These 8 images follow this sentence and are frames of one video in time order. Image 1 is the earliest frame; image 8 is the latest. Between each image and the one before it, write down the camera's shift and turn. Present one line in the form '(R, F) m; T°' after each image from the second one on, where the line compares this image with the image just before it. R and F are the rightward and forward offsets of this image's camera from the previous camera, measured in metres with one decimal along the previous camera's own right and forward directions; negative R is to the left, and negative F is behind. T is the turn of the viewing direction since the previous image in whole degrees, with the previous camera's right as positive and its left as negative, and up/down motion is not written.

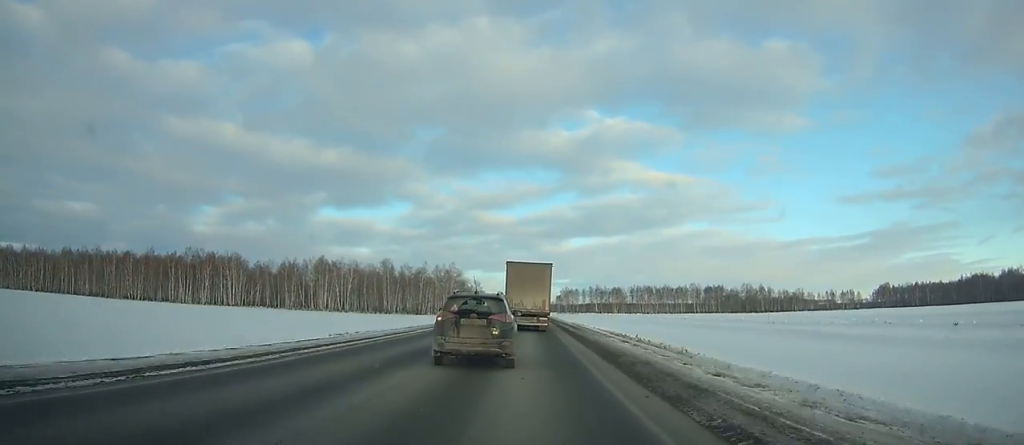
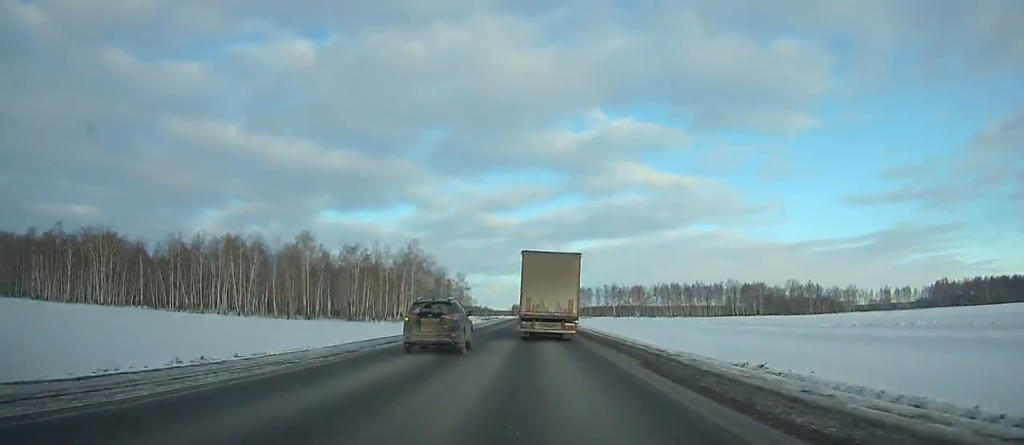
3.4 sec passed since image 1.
(0.0, +73.0) m; -1°
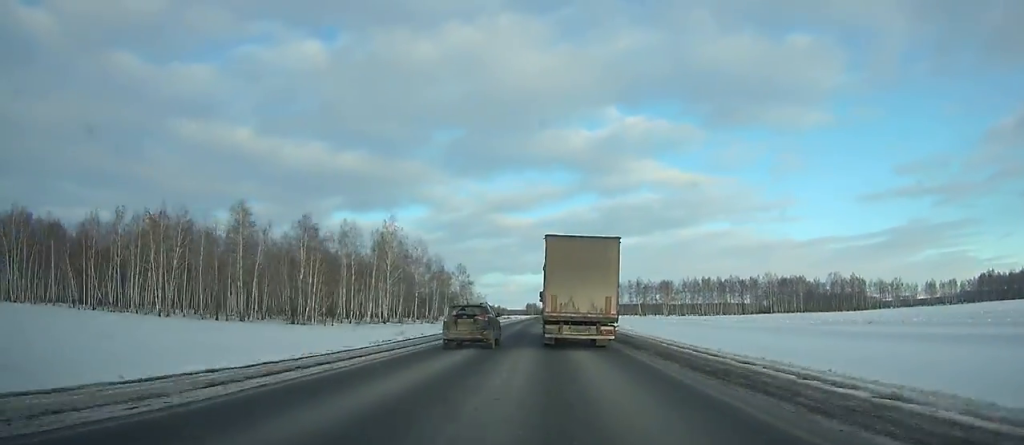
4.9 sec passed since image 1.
(-0.2, +35.1) m; 0°
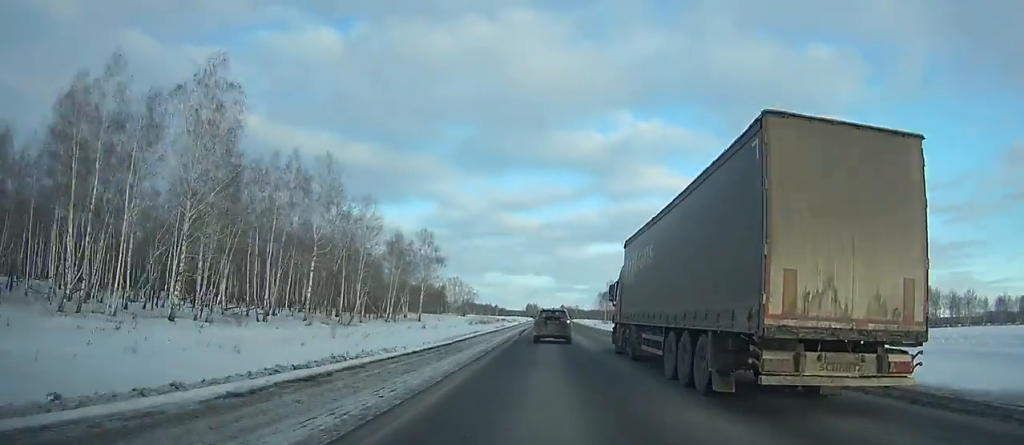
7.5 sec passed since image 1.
(-0.1, +63.6) m; 0°
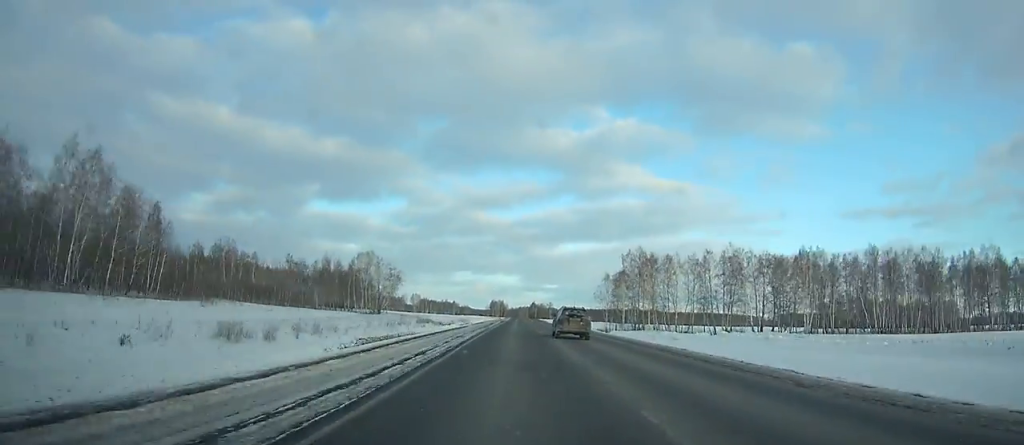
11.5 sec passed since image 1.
(+1.5, +106.4) m; +2°
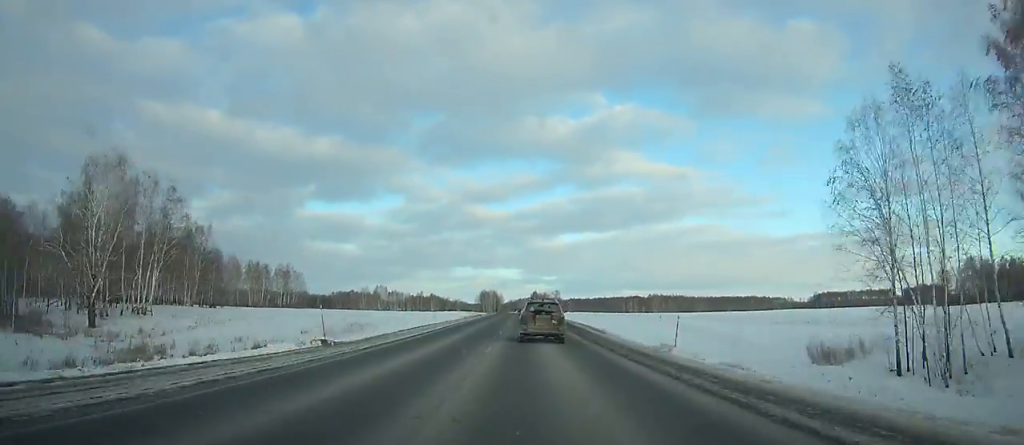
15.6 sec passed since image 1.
(+0.9, +115.7) m; 0°
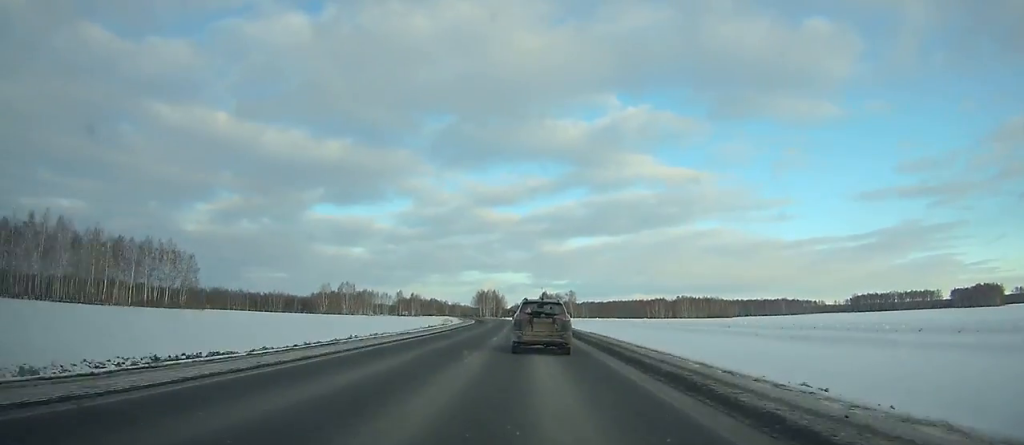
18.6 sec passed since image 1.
(-0.7, +84.5) m; -1°
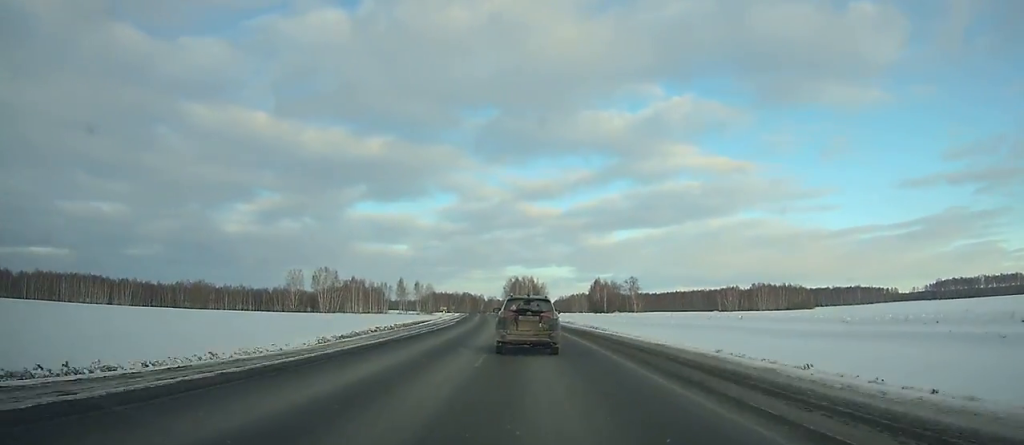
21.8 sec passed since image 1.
(-1.6, +86.8) m; -3°
